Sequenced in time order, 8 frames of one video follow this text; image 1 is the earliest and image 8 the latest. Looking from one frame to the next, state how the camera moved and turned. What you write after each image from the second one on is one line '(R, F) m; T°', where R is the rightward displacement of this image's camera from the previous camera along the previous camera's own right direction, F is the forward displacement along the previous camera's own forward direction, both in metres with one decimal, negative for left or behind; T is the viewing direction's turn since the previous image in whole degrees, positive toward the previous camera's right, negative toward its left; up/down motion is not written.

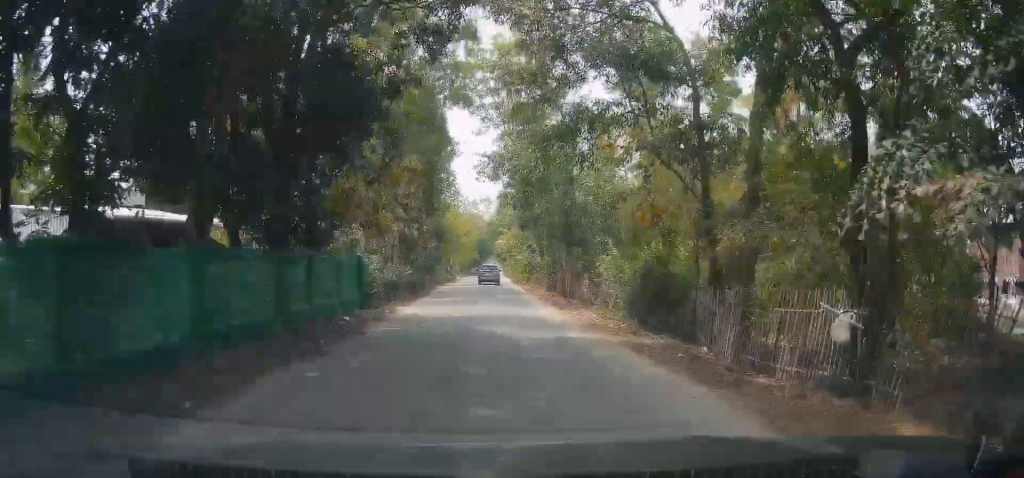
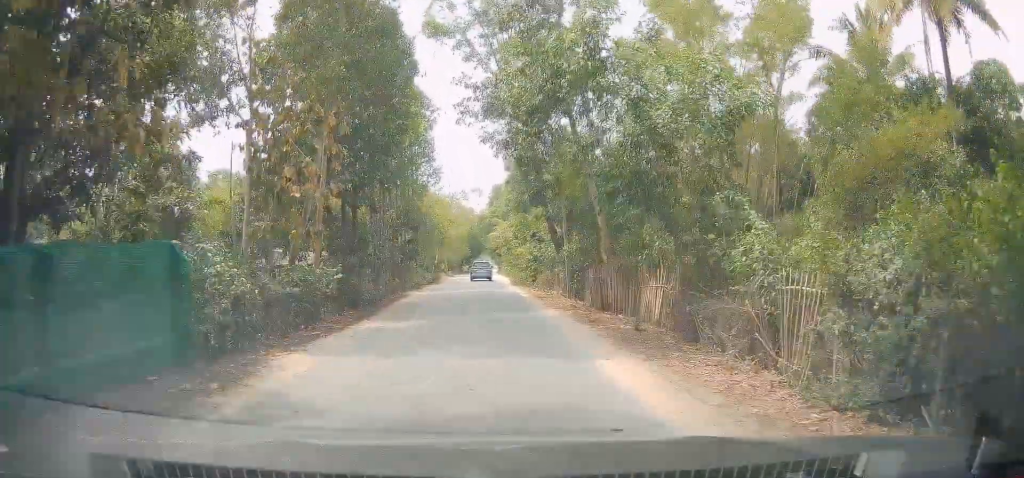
(-0.2, +14.6) m; -1°
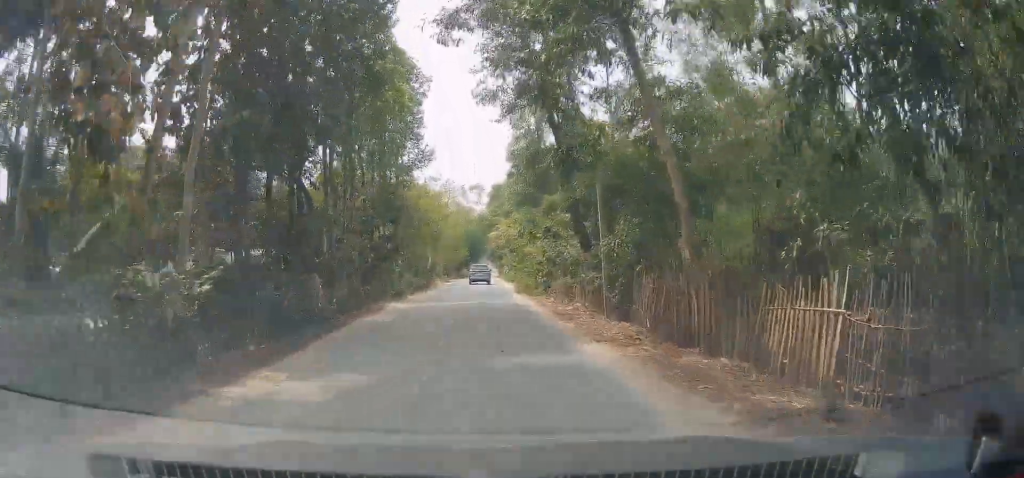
(-0.1, +8.7) m; 0°
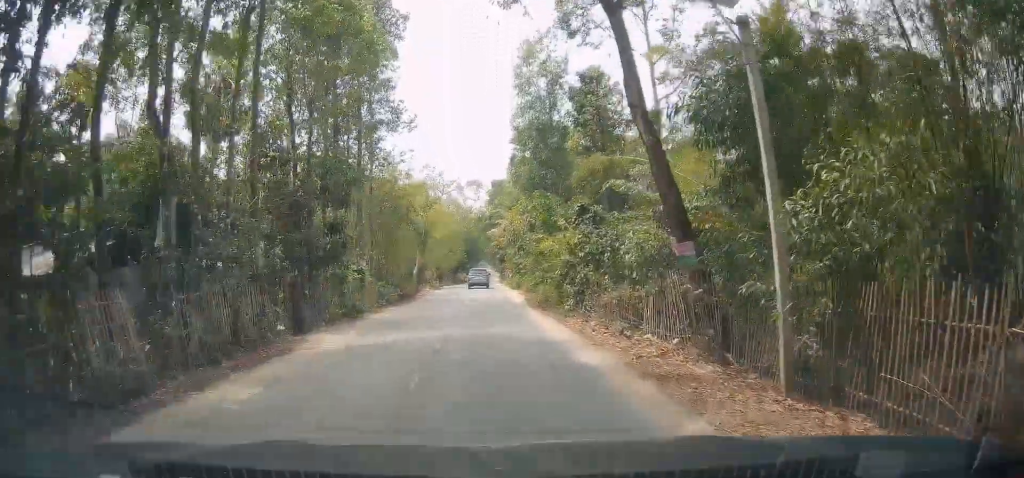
(0.0, +11.6) m; +1°
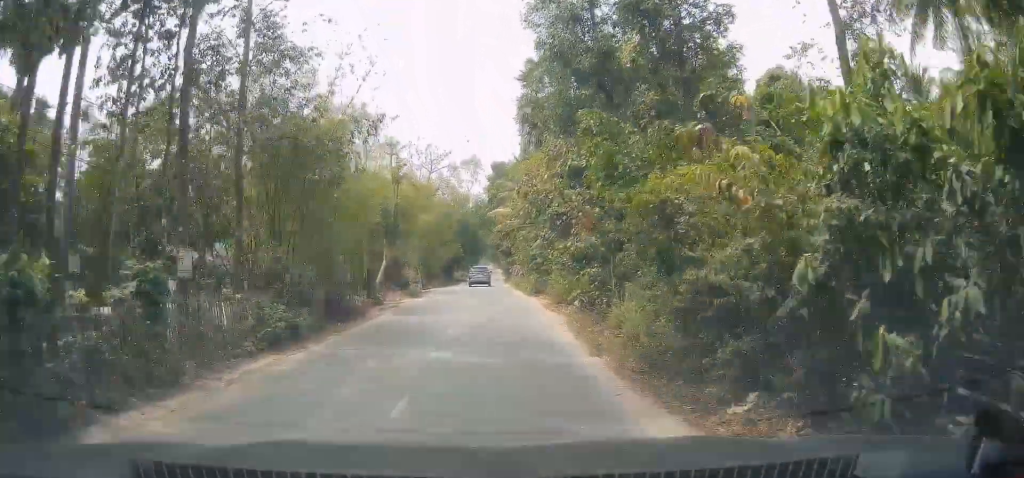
(+0.1, +17.6) m; 0°
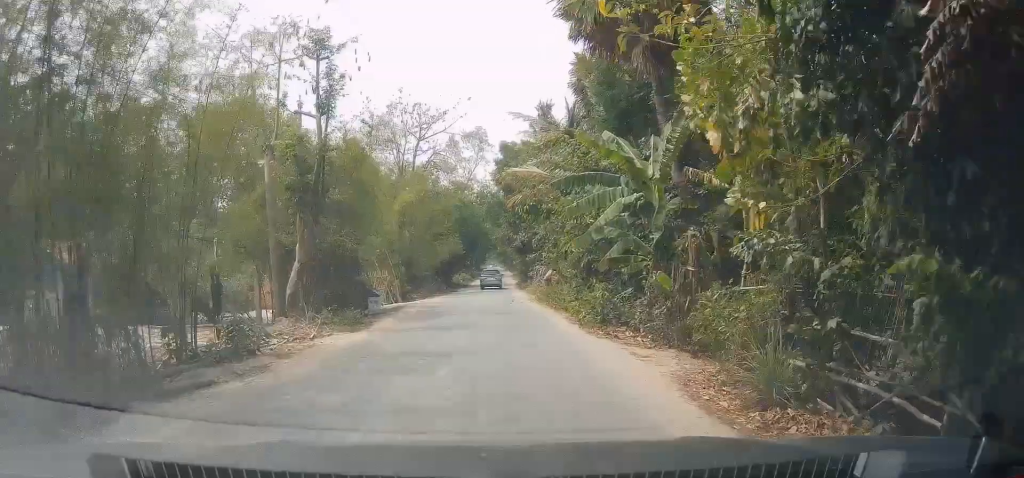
(-0.1, +18.5) m; 0°
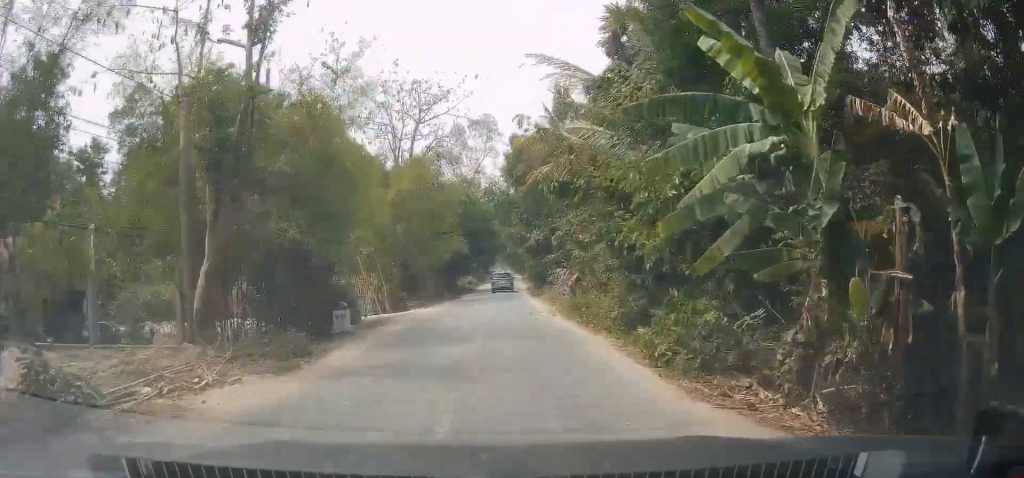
(0.0, +7.5) m; -1°
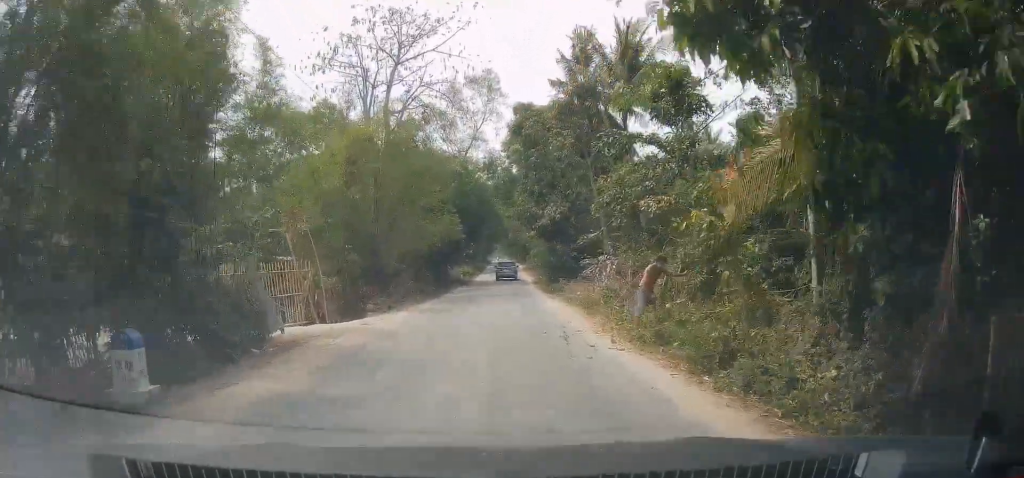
(-0.1, +11.4) m; -1°
